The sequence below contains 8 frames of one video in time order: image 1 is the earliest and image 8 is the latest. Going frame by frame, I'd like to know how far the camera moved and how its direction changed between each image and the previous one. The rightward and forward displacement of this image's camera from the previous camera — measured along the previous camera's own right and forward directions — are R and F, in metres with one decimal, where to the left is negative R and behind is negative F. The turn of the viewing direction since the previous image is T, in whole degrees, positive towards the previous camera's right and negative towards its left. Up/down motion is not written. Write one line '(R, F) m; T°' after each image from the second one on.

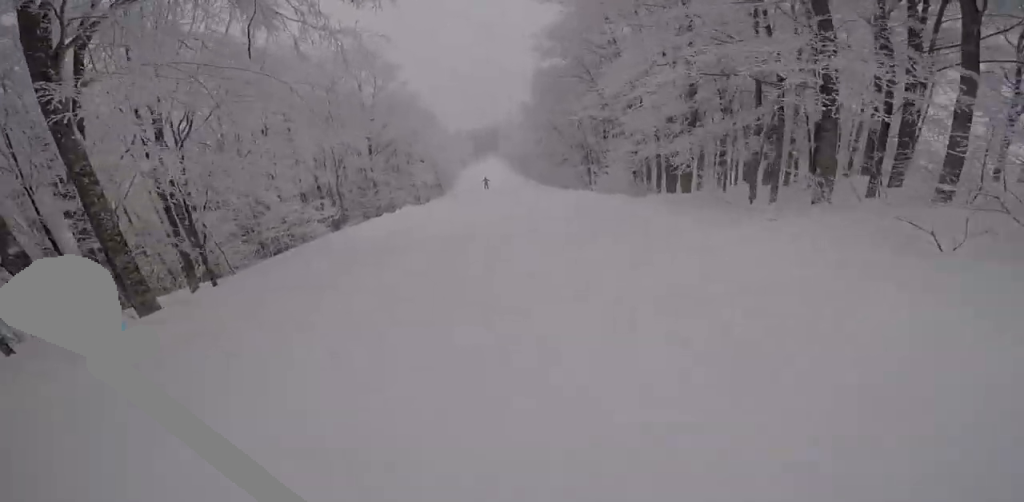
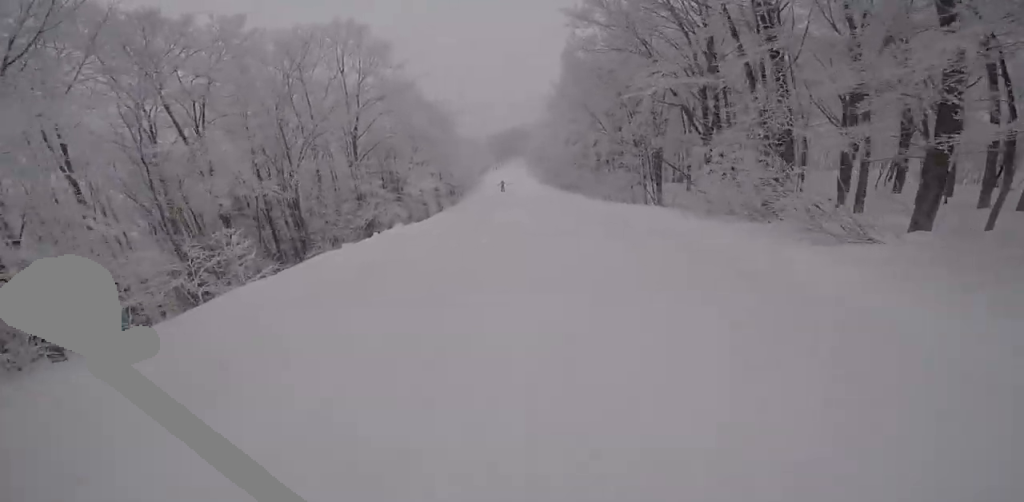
(0.0, +8.2) m; 0°
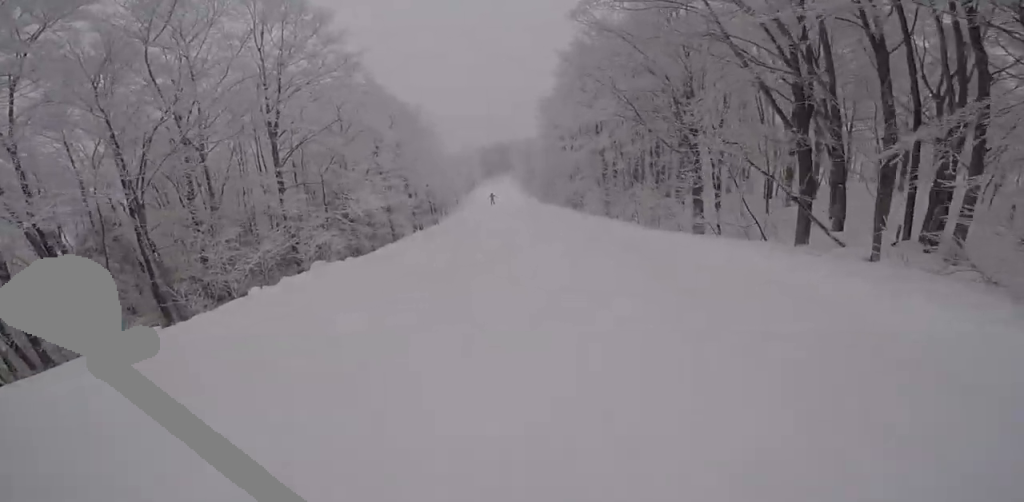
(0.0, +8.2) m; 0°
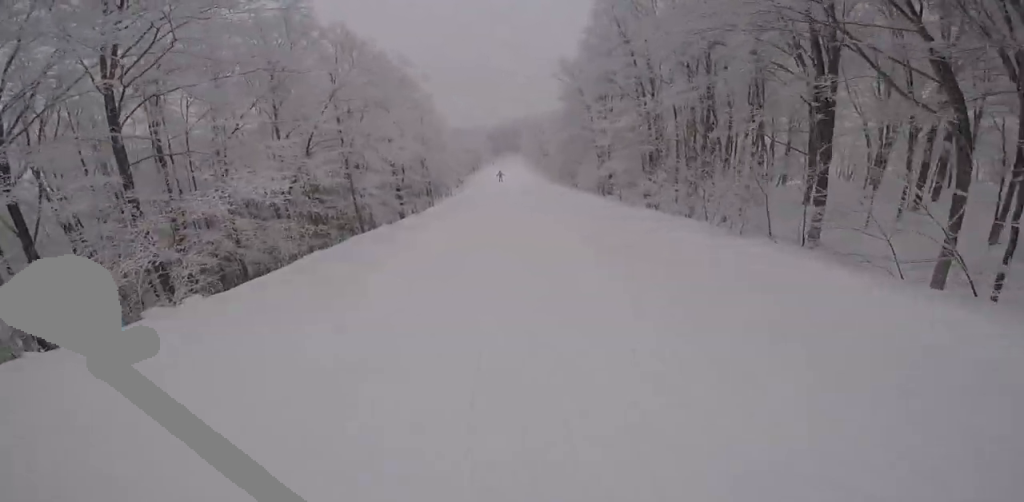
(0.0, +9.0) m; 0°
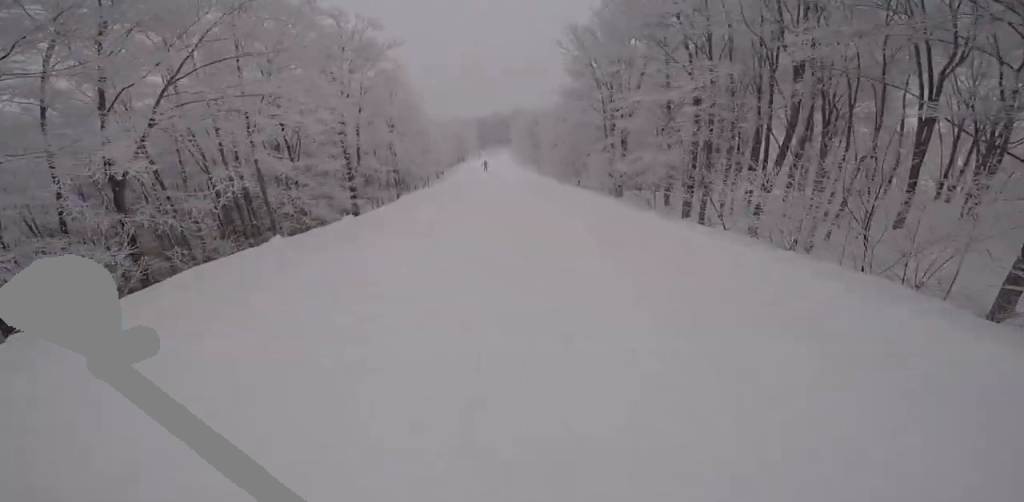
(0.0, +7.6) m; 0°
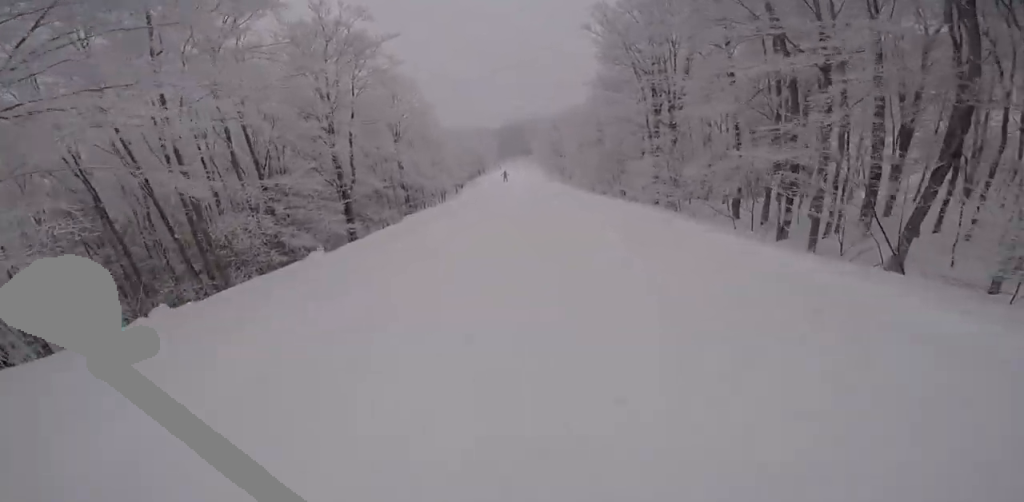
(0.0, +5.1) m; 0°
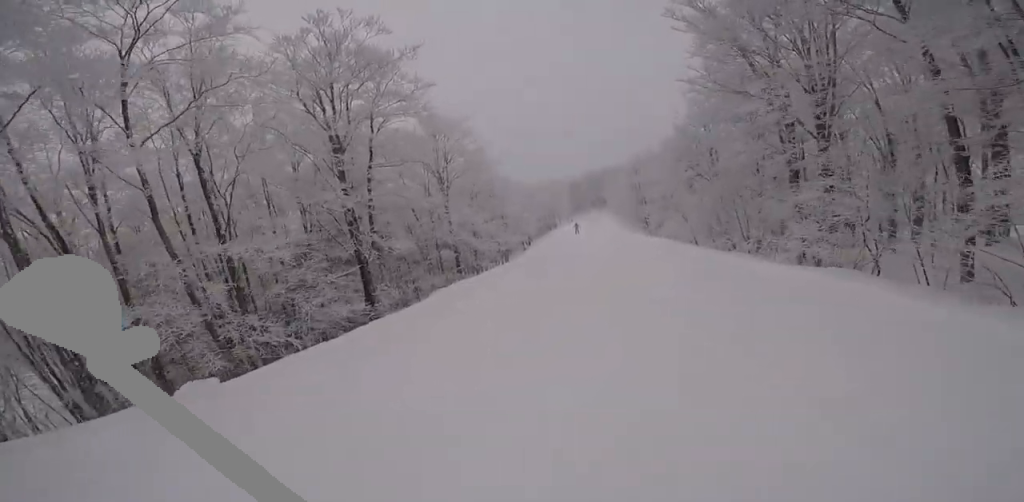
(0.0, +7.0) m; 0°
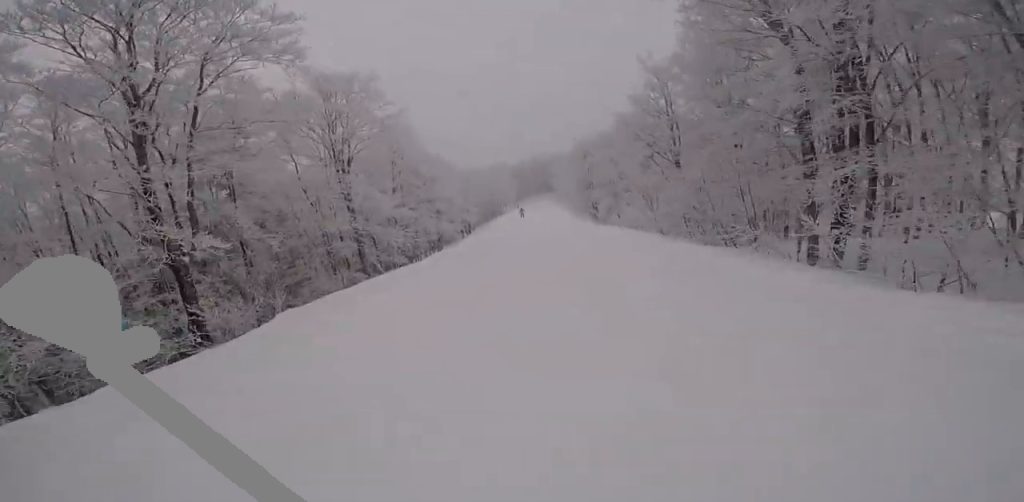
(0.0, +5.5) m; 0°
